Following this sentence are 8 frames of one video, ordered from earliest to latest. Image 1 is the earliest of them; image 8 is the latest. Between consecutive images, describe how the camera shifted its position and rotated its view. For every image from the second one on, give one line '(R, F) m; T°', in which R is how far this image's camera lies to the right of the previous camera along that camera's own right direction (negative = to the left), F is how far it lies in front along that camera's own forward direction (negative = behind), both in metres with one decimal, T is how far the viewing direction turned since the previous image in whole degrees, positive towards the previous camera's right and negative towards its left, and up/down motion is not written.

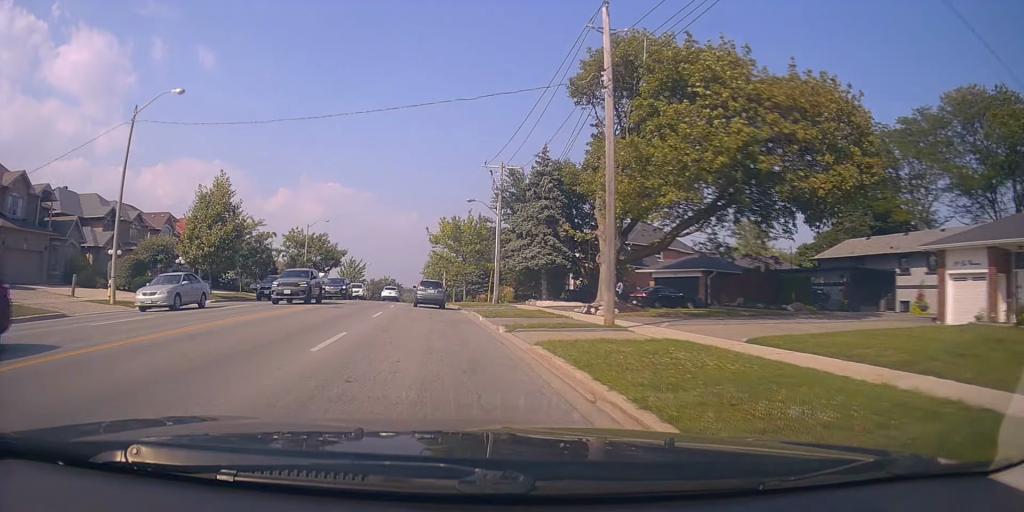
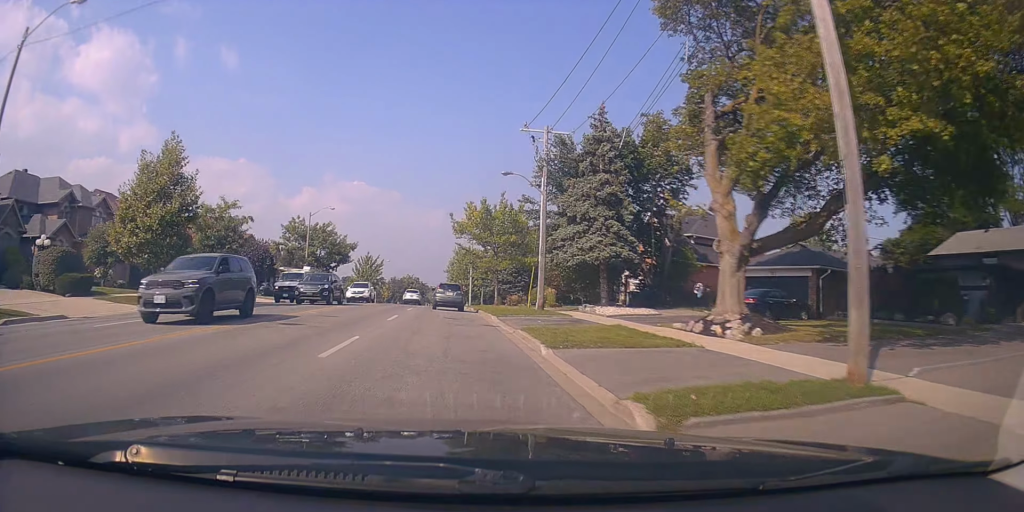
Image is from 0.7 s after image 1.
(-0.6, +10.1) m; -1°
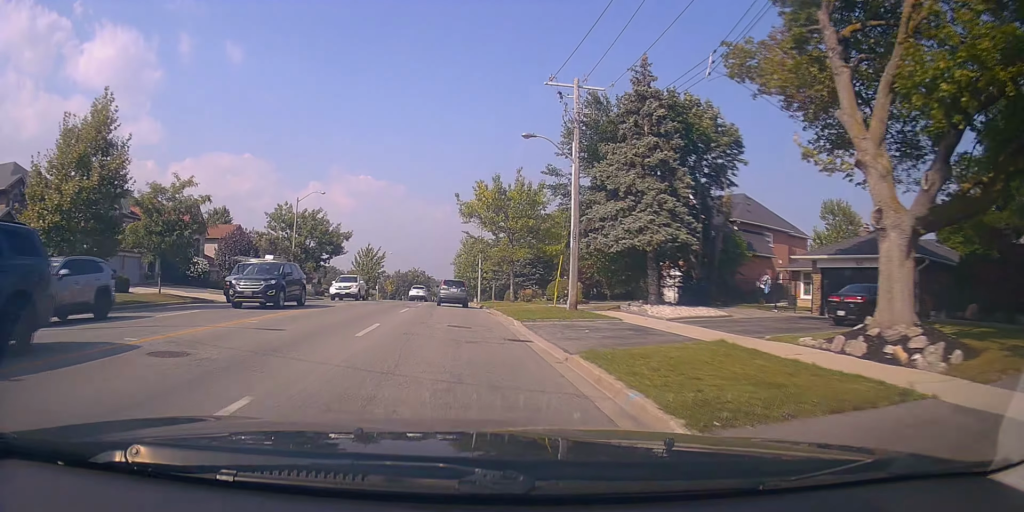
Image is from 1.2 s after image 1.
(+0.2, +6.9) m; 0°
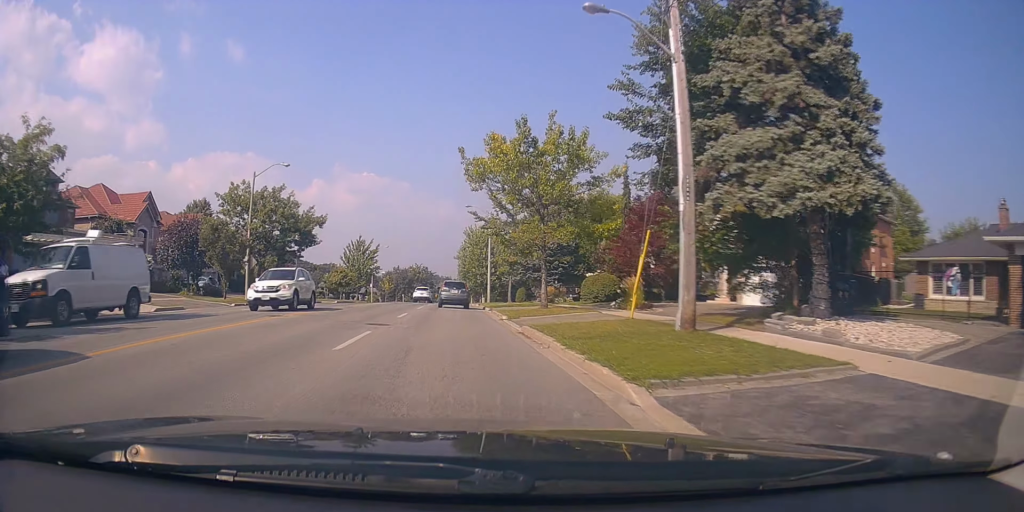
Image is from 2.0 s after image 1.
(+0.2, +11.9) m; 0°
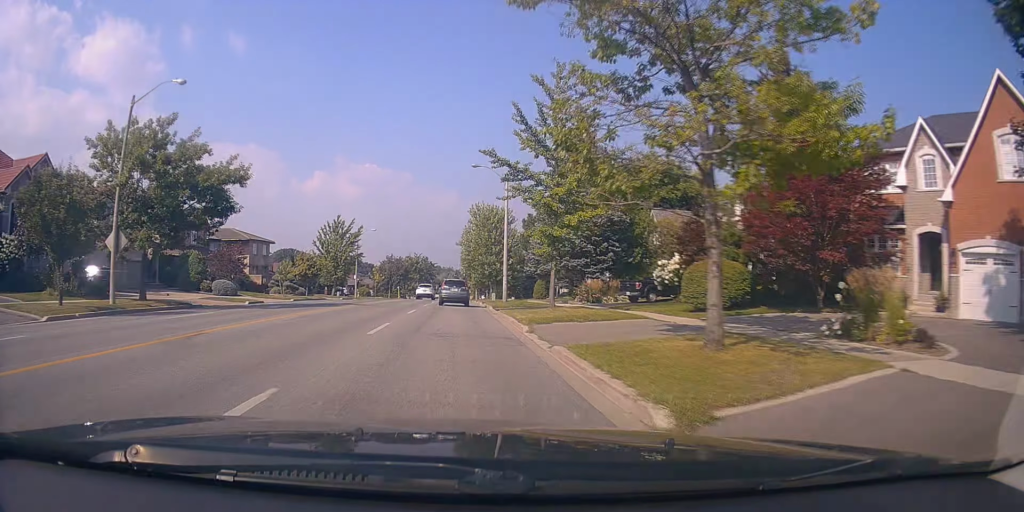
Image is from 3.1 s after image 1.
(-0.5, +16.5) m; -1°
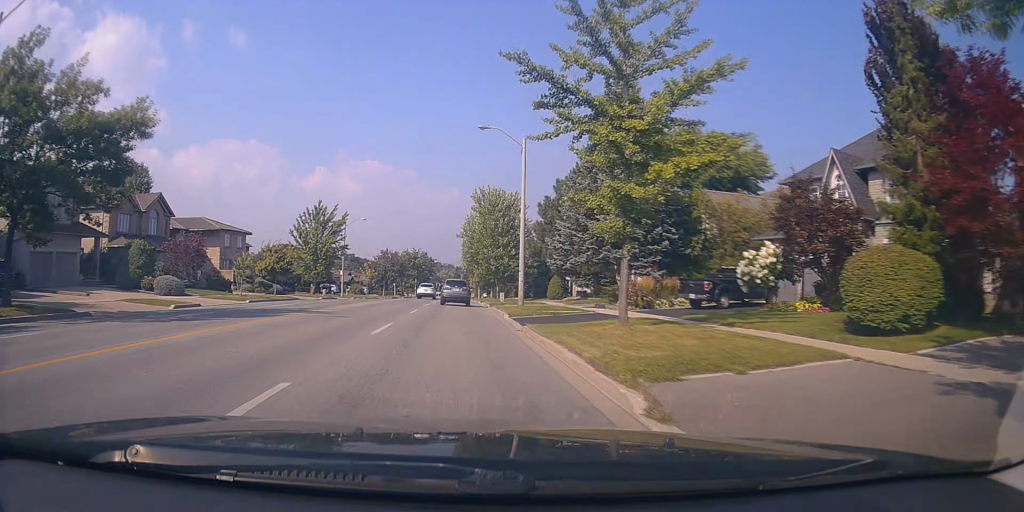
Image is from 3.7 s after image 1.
(-0.1, +9.6) m; +1°
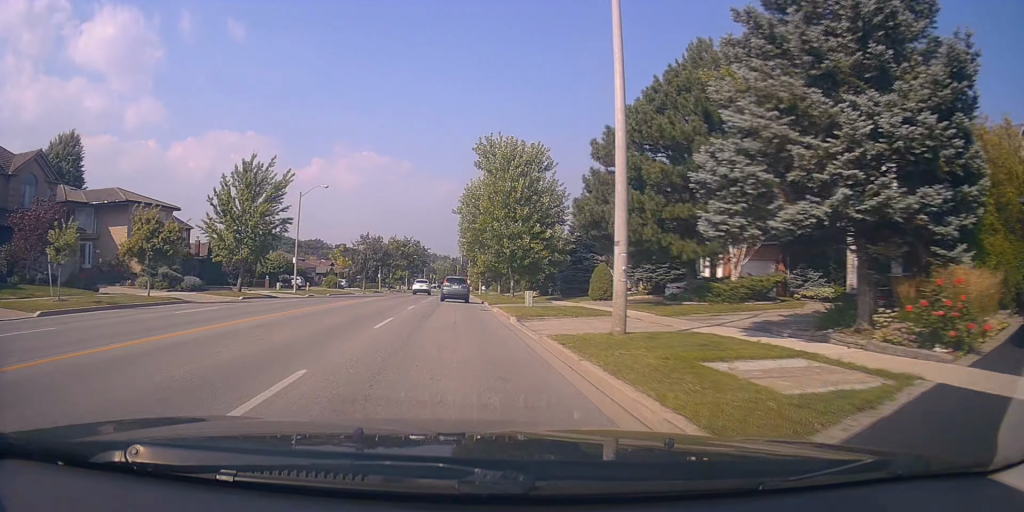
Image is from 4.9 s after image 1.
(+0.3, +18.6) m; 0°
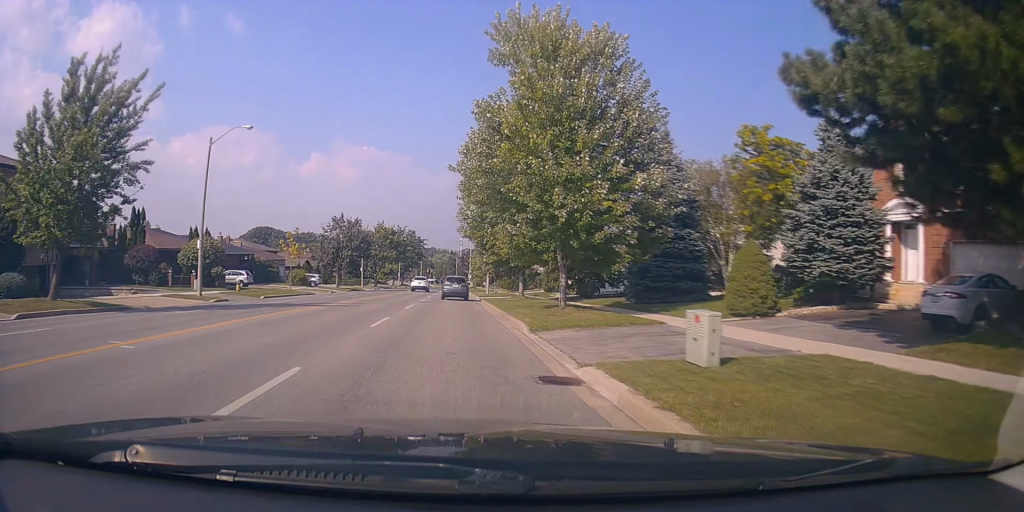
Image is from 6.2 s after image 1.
(-0.3, +19.0) m; 0°
